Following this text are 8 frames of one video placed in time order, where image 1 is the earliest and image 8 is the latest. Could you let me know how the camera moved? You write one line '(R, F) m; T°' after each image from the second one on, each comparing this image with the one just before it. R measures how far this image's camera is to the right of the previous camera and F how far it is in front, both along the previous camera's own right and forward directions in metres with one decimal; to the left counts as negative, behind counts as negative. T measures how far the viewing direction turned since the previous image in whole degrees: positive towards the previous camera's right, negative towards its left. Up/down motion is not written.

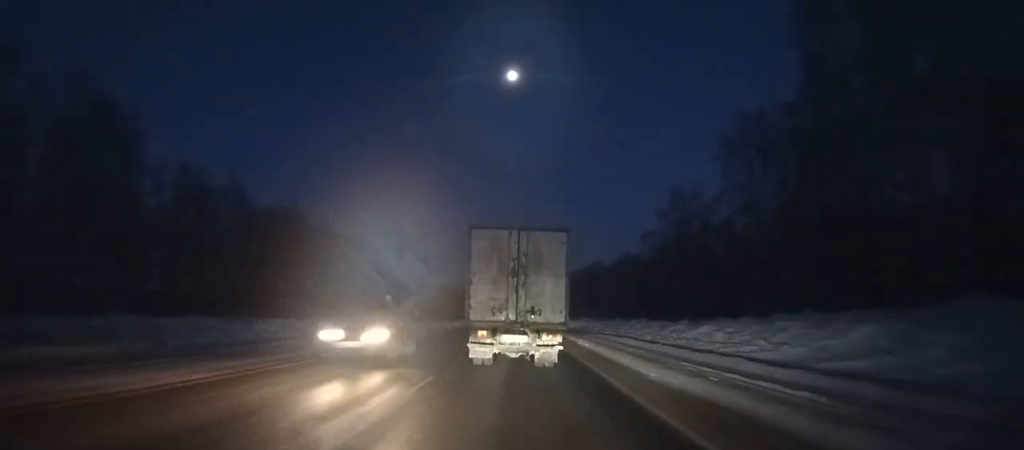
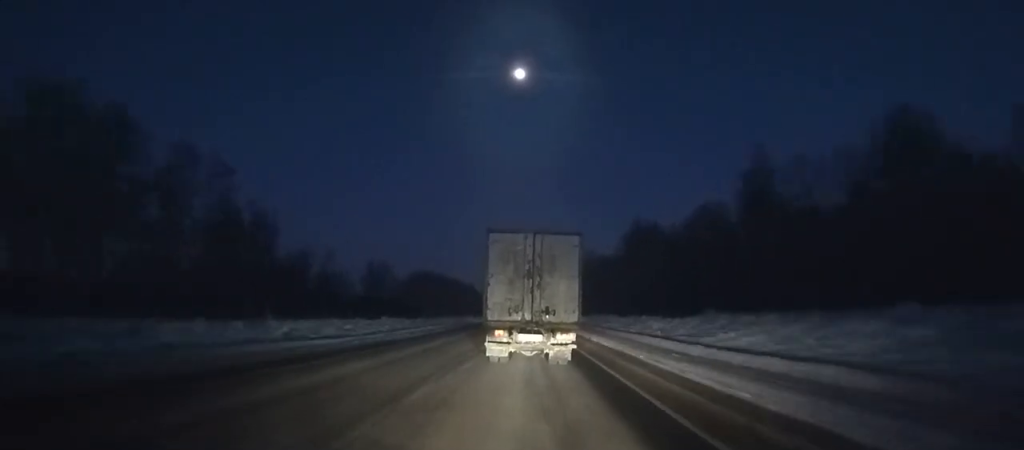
(-1.1, +106.5) m; 0°
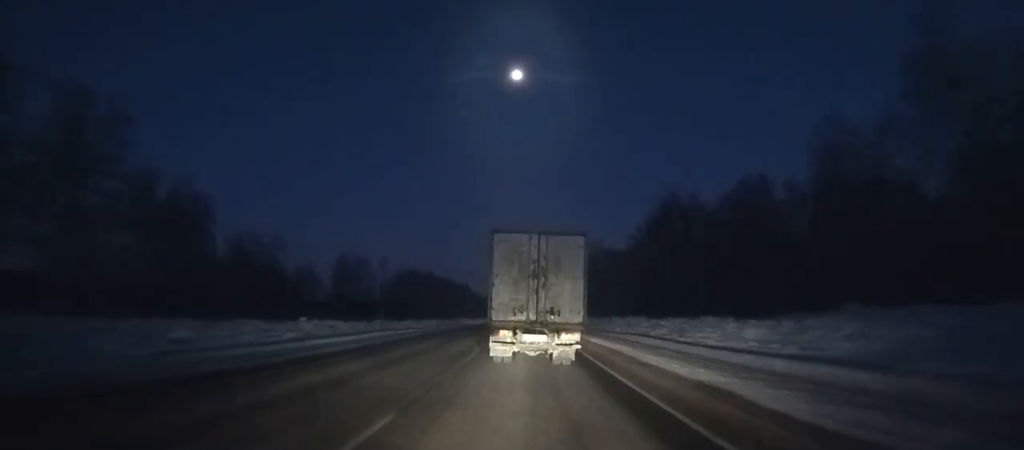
(+0.1, +26.2) m; 0°
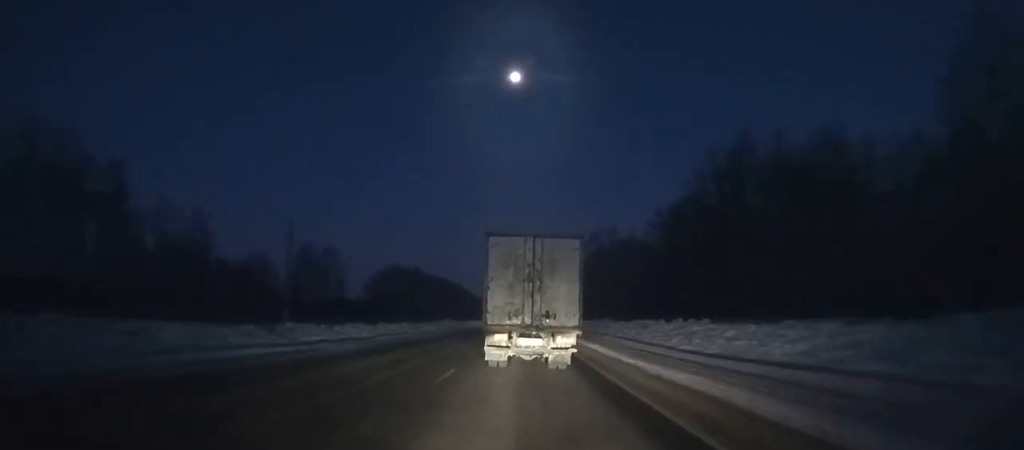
(+0.2, +28.1) m; 0°
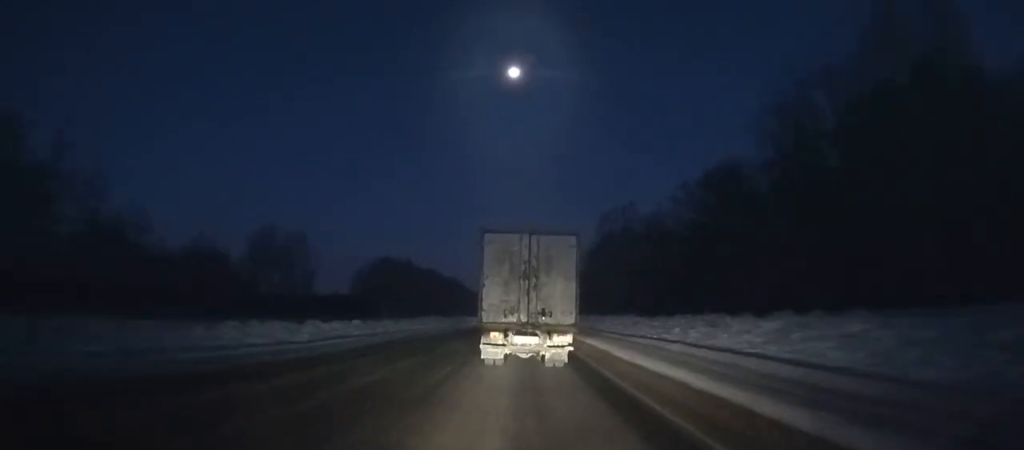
(+0.1, +24.8) m; 0°
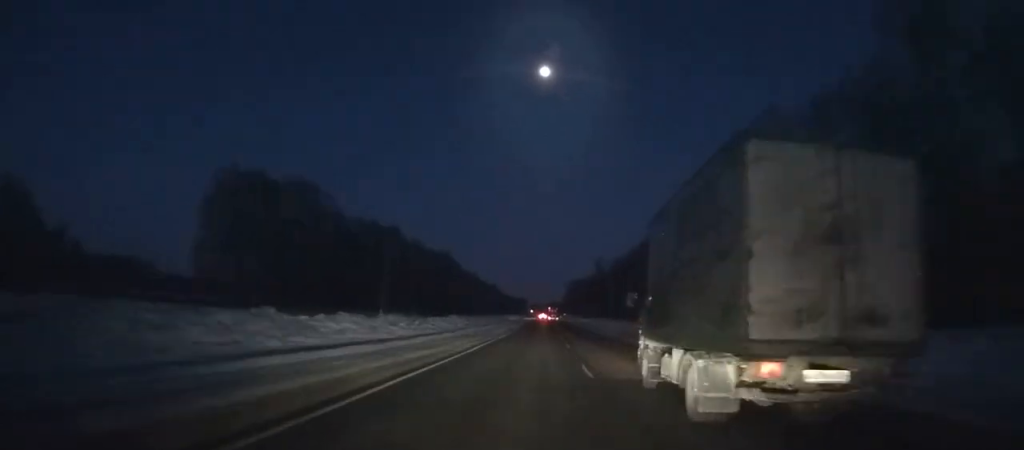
(-3.5, +156.6) m; -2°
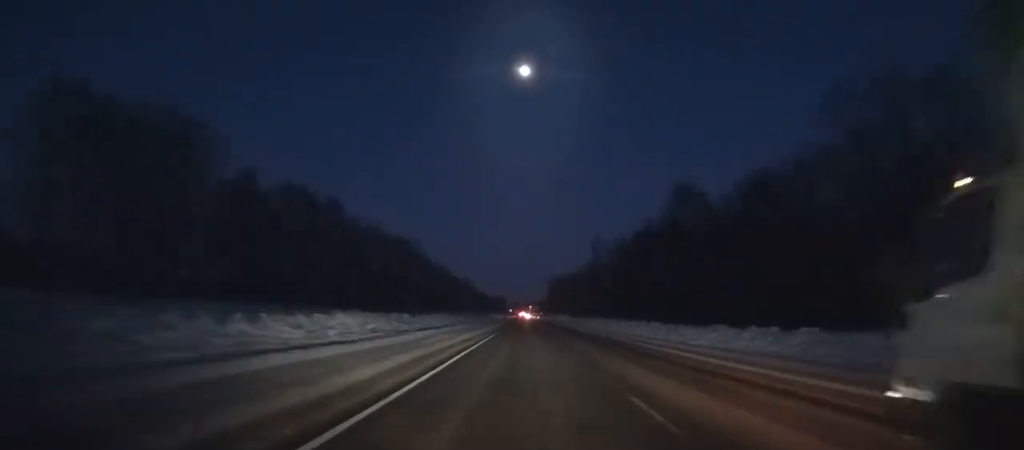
(+0.3, +42.8) m; +1°
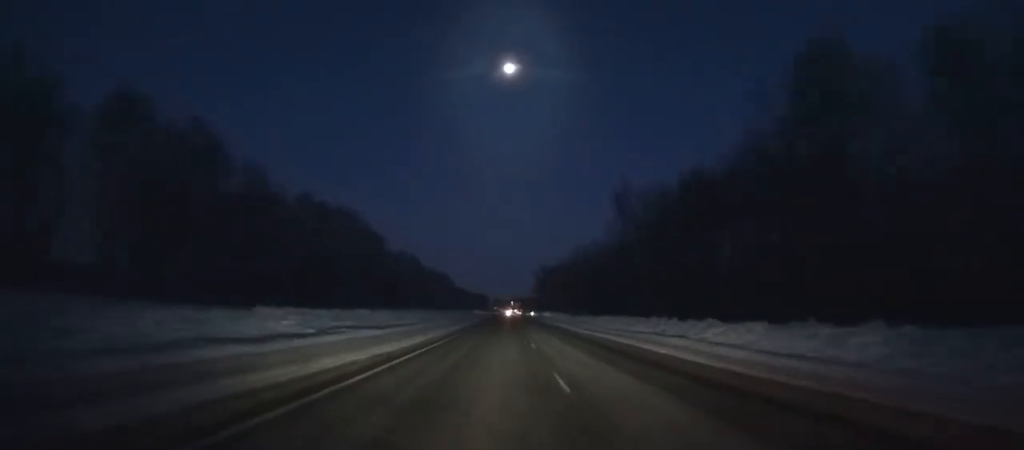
(+0.6, +53.6) m; +1°
